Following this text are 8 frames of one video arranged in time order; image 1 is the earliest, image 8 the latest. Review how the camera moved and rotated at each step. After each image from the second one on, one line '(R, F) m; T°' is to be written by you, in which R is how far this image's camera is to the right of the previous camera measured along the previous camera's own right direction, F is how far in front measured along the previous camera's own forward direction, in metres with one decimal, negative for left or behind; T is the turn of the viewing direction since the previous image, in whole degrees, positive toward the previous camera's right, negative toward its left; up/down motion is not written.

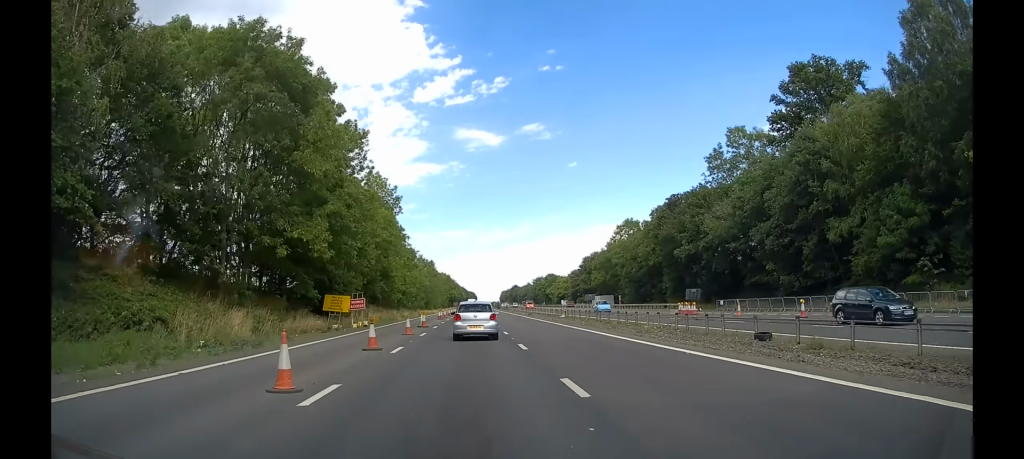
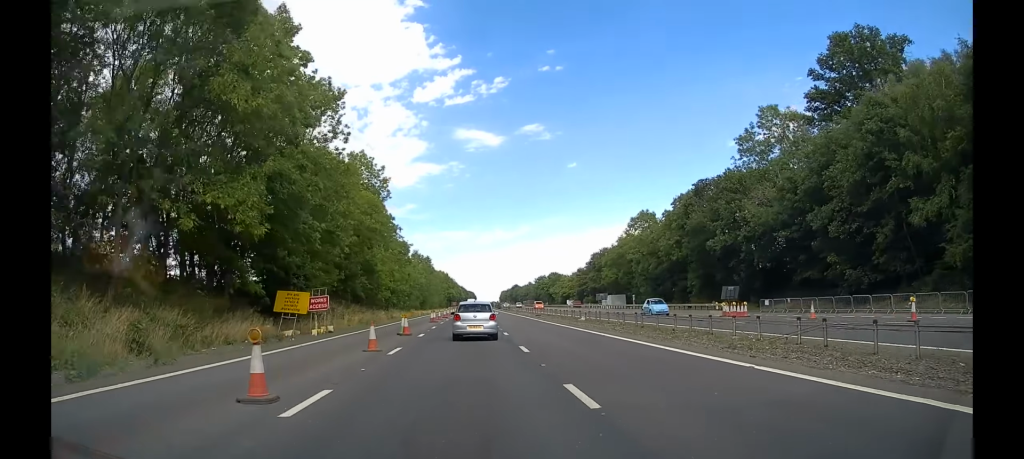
(0.0, +9.6) m; 0°
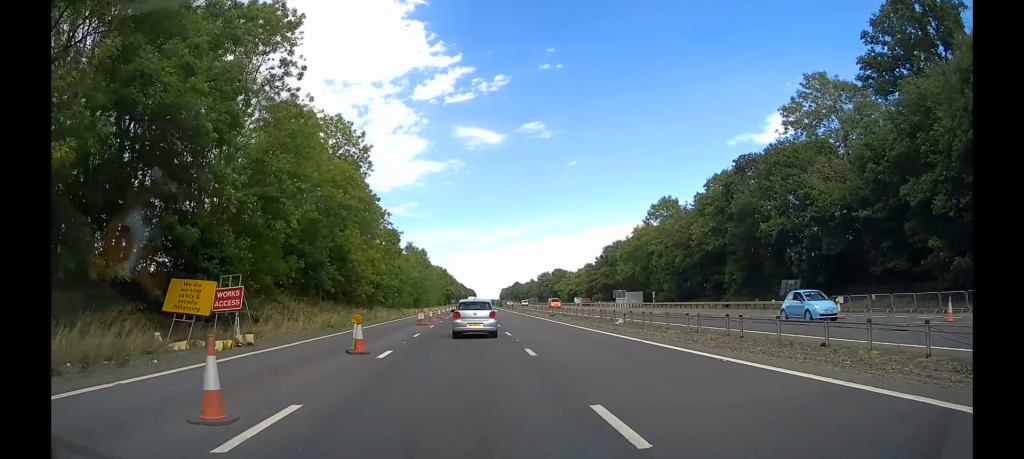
(0.0, +11.1) m; -1°
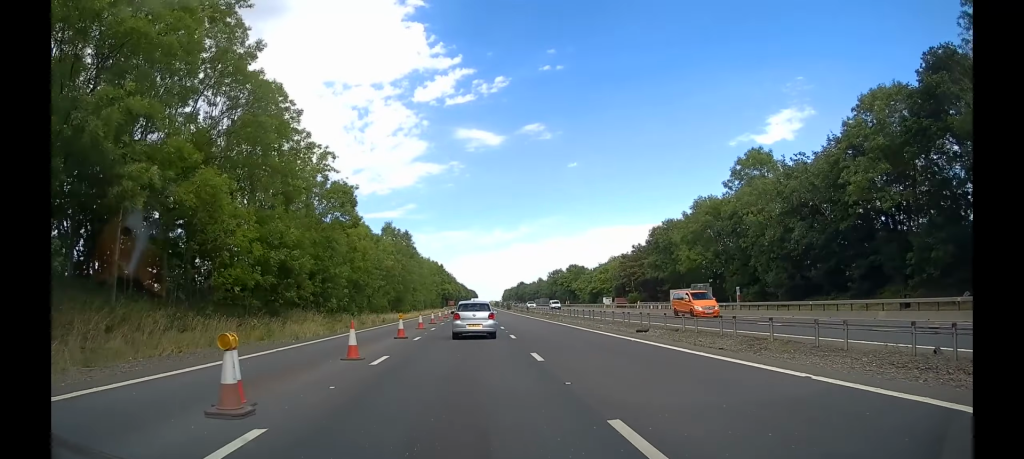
(-0.7, +28.8) m; -2°
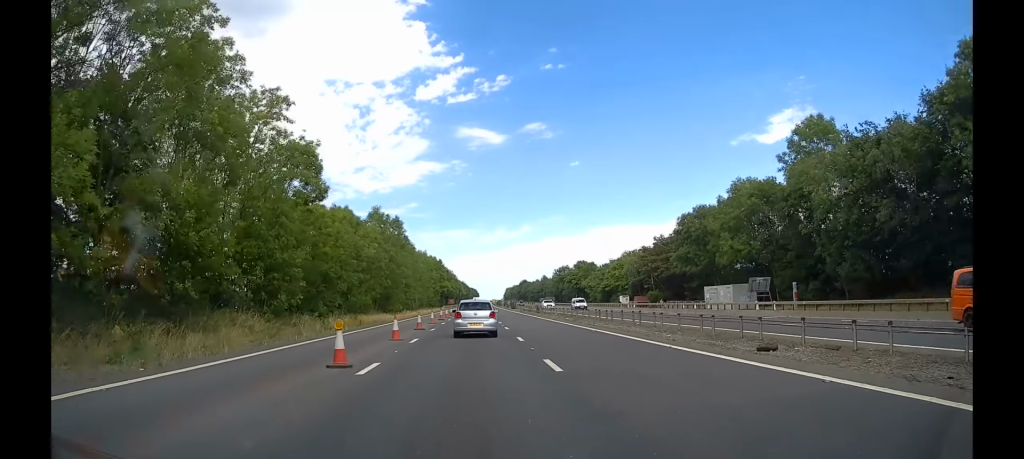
(+0.1, +11.1) m; +1°
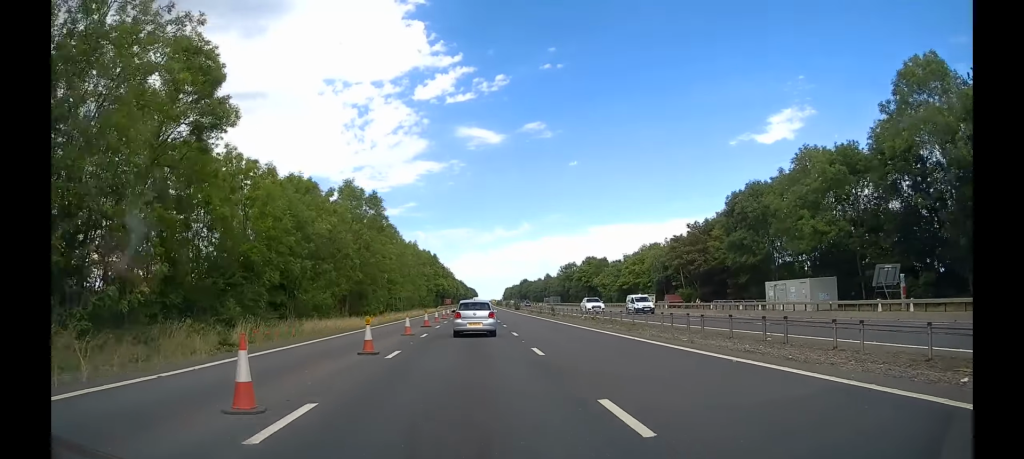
(+0.1, +14.5) m; +1°
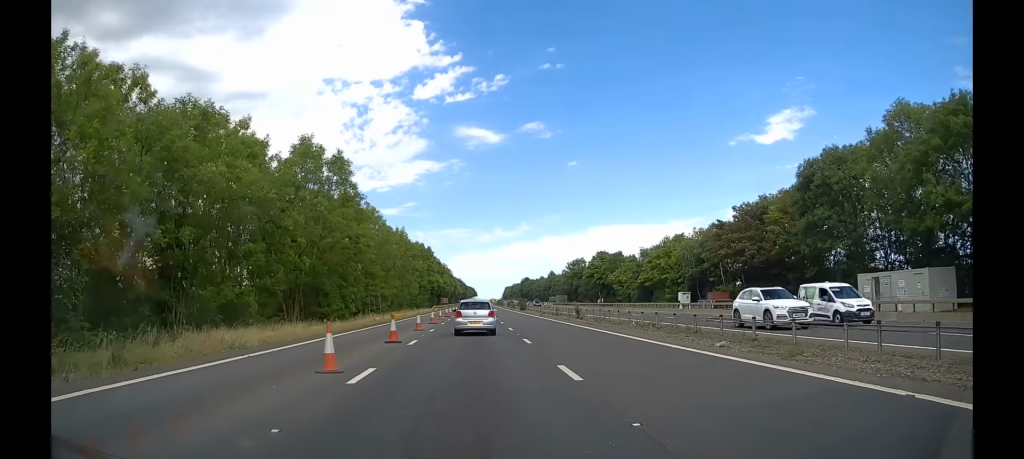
(+0.4, +13.7) m; +1°
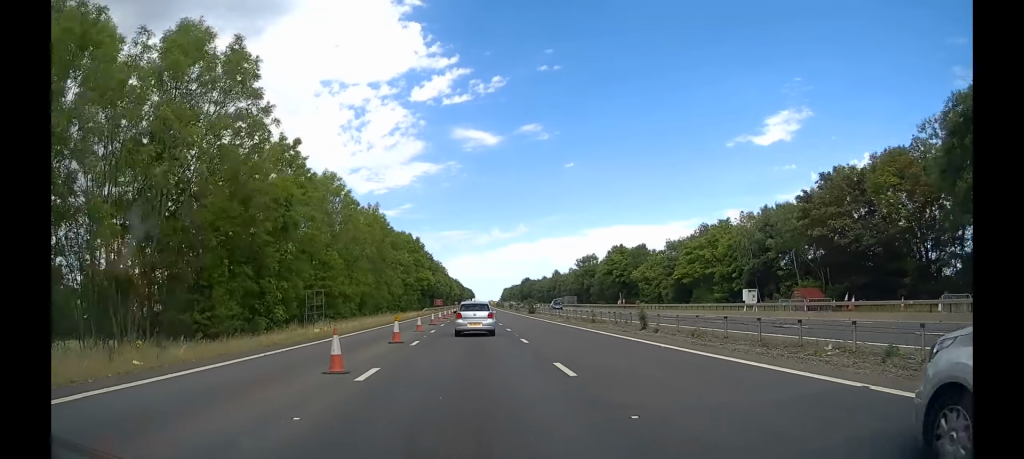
(-0.2, +17.2) m; -1°
